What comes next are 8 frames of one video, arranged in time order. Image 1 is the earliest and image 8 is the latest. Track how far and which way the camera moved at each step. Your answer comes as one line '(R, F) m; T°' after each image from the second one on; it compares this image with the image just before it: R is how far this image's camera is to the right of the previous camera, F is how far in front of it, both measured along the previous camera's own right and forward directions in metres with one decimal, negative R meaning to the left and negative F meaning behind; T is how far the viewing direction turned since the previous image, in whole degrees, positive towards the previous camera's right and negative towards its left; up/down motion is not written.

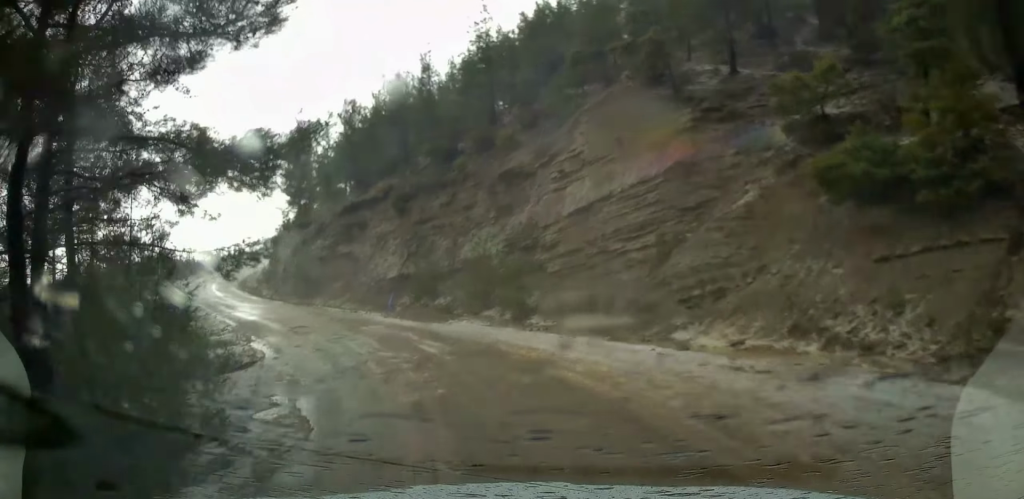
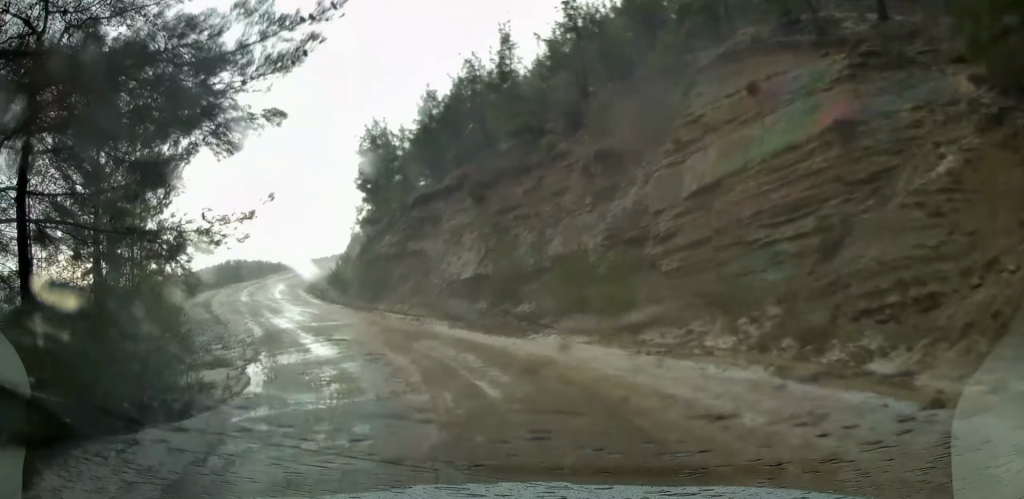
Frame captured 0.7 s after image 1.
(-0.3, +5.3) m; -8°
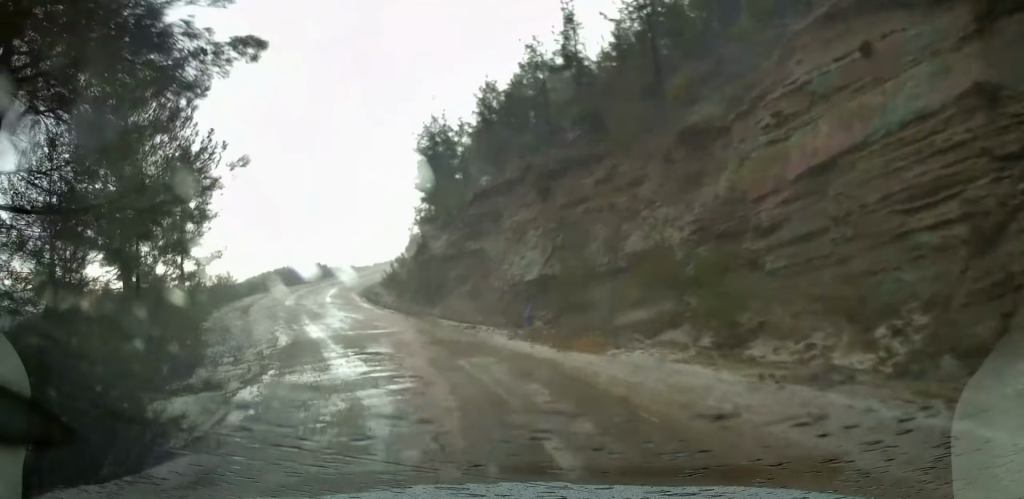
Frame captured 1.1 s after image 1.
(+0.1, +3.0) m; -6°
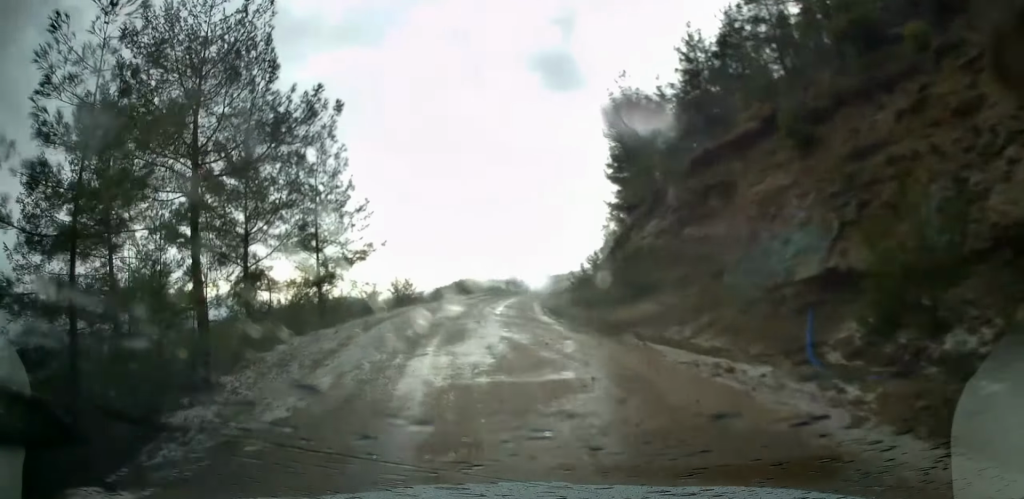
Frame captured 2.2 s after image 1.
(-1.4, +9.0) m; -16°
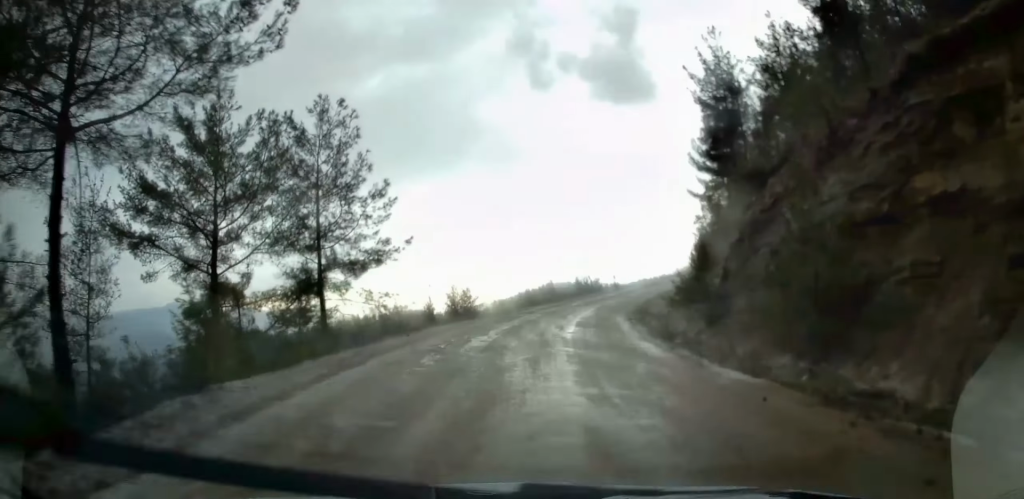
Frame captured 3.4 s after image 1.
(-1.0, +10.5) m; -8°
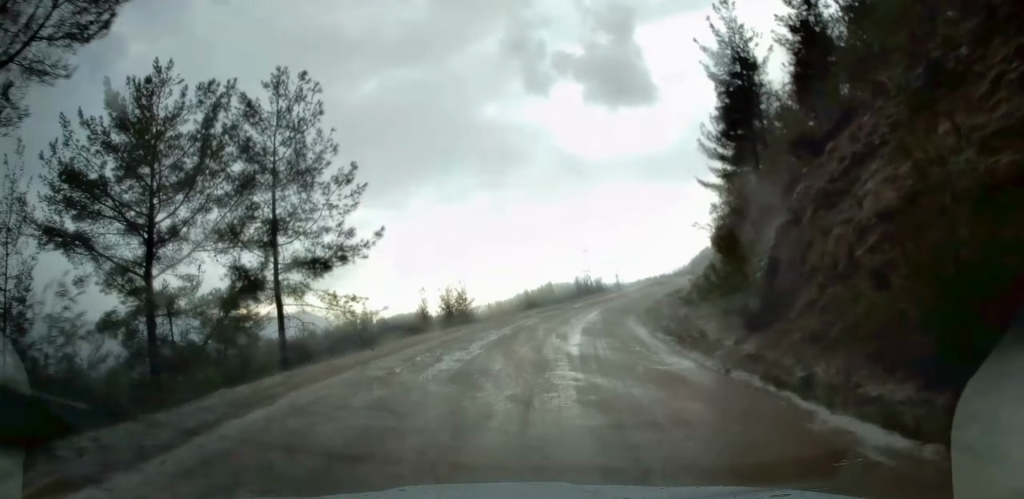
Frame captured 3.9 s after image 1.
(-0.2, +4.7) m; -1°
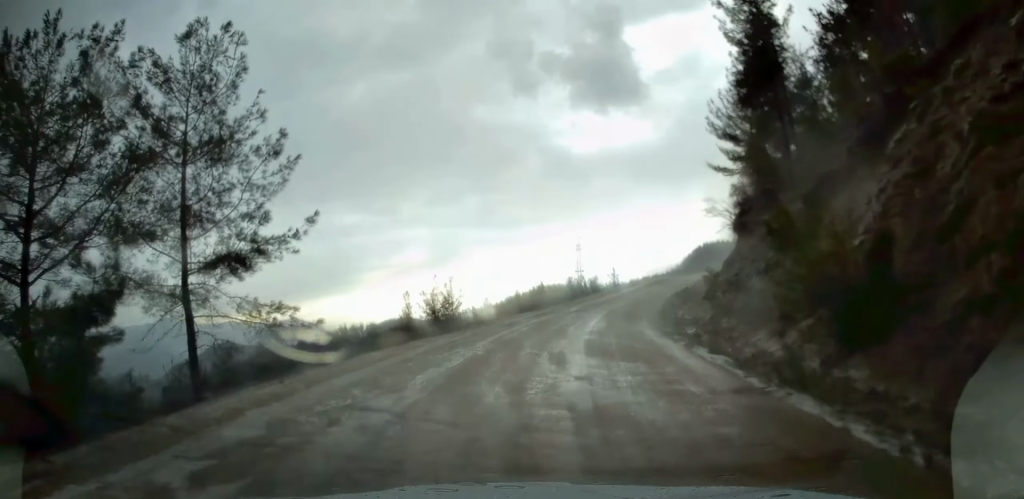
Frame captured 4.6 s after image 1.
(0.0, +6.1) m; +1°
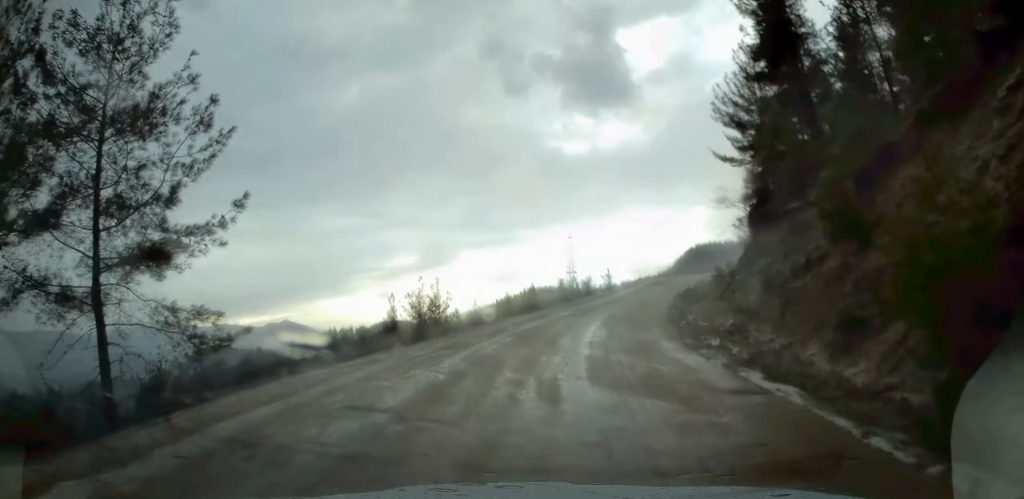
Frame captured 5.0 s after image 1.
(0.0, +4.0) m; +1°
